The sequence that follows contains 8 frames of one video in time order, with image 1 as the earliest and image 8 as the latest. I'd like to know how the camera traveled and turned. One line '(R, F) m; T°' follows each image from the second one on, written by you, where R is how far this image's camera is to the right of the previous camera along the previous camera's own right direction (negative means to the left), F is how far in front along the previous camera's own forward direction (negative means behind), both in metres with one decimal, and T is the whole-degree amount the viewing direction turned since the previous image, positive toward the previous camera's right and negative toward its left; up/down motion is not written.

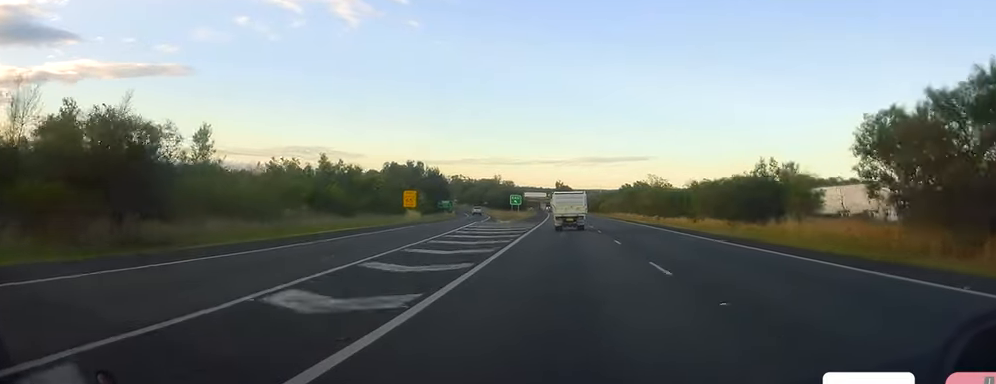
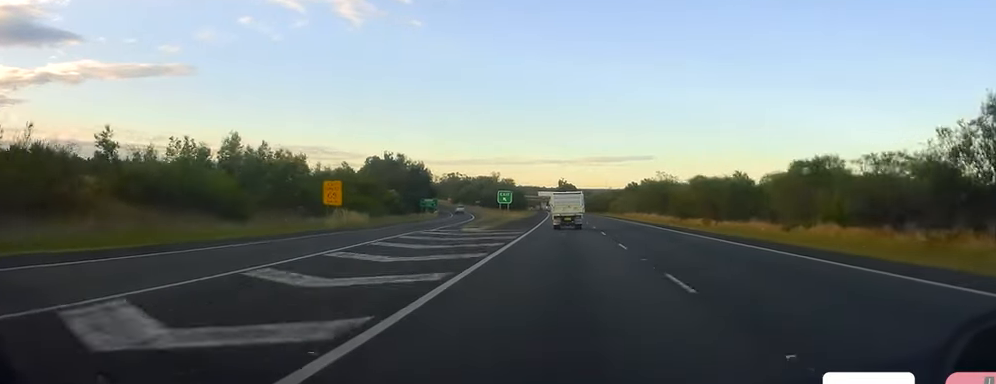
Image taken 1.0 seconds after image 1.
(+0.4, +27.3) m; 0°
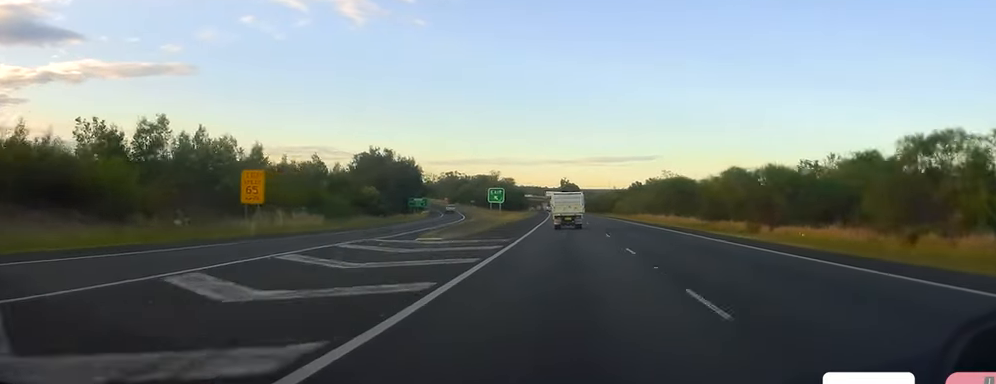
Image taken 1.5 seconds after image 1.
(-0.1, +14.2) m; -1°
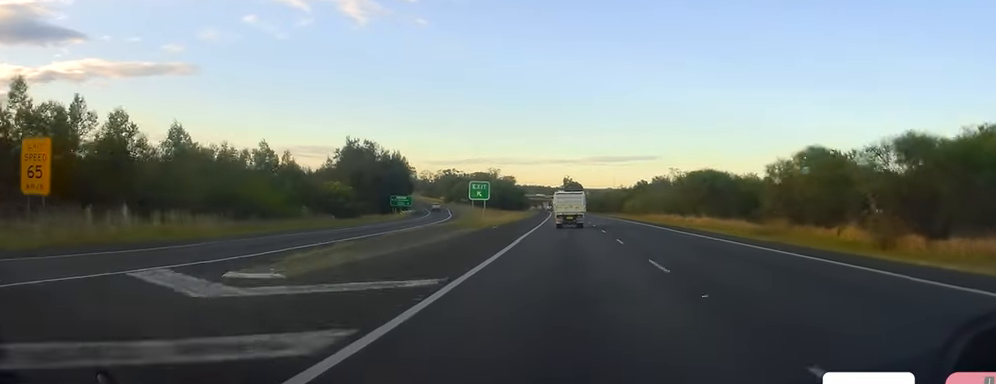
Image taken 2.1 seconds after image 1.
(-0.2, +17.9) m; 0°
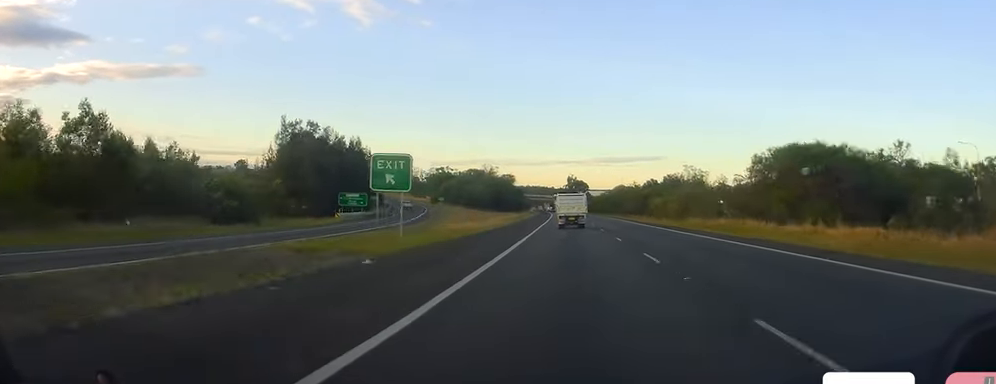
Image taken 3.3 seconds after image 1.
(+0.2, +33.1) m; 0°
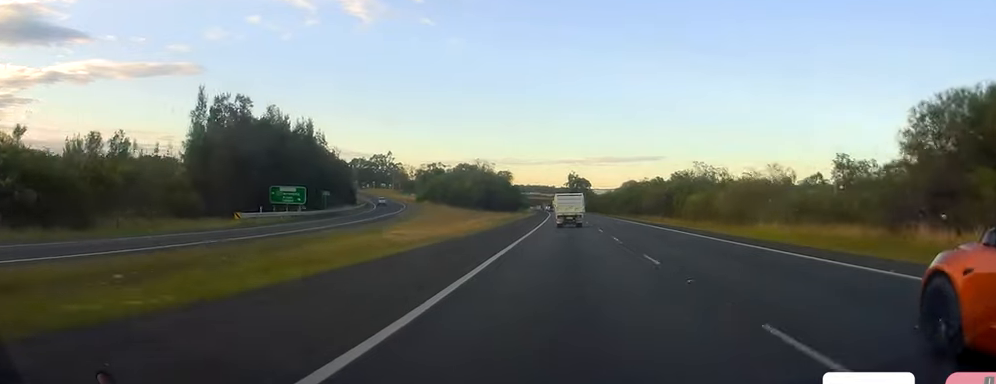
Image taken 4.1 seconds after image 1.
(-0.1, +24.6) m; -1°
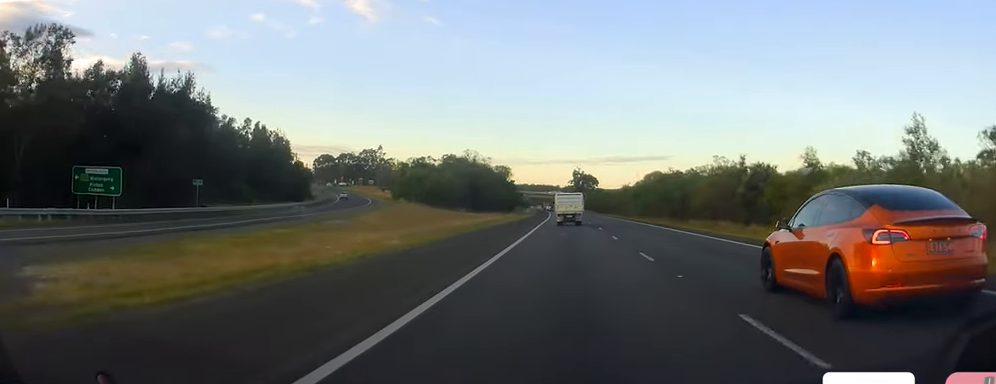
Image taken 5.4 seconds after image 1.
(-0.5, +35.0) m; 0°
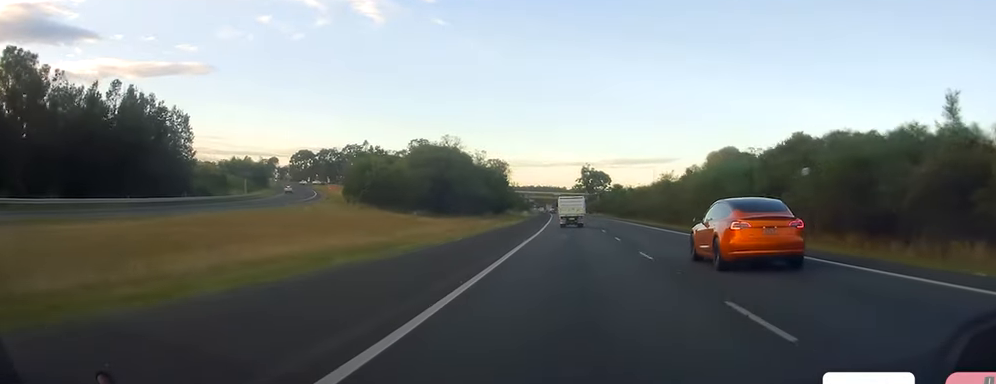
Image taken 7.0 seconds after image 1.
(+0.3, +46.3) m; -1°
